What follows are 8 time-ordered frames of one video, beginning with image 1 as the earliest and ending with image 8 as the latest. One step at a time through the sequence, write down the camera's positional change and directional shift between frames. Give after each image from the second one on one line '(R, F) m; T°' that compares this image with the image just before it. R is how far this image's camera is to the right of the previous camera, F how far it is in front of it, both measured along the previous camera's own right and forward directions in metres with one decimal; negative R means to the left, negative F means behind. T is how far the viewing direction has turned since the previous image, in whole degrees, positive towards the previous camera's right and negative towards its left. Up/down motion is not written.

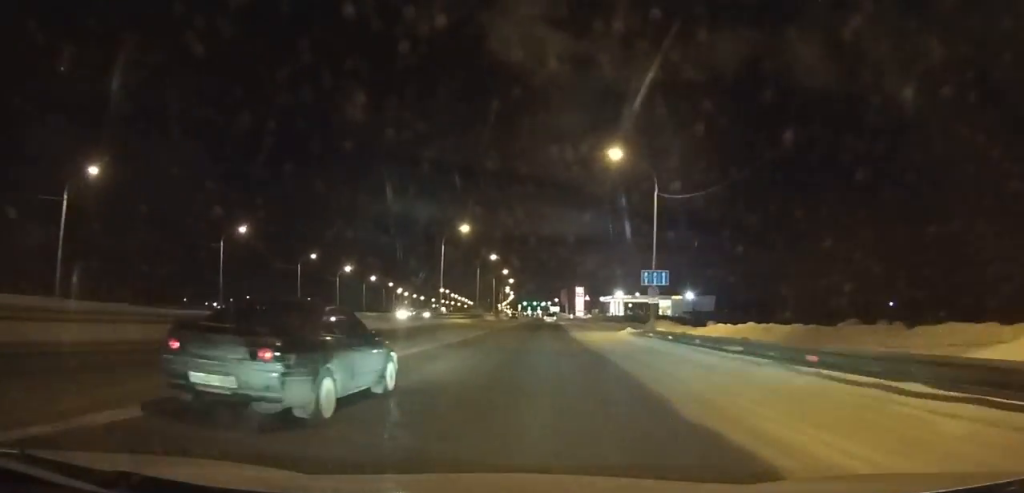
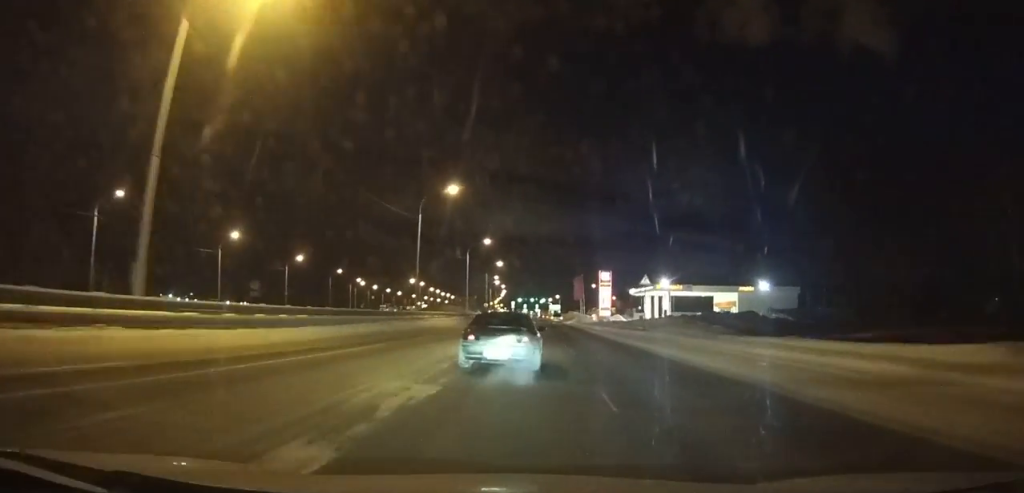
(+0.1, +62.6) m; +1°
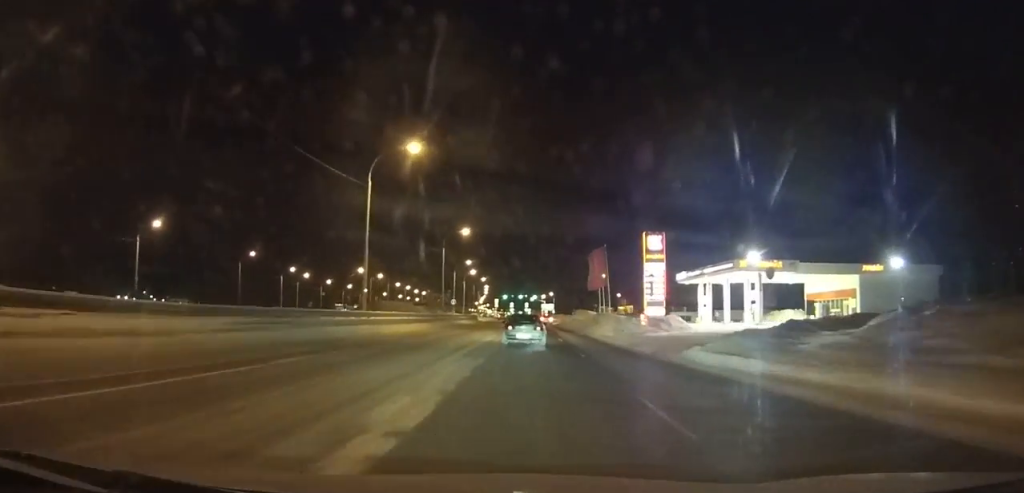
(+0.7, +52.4) m; +1°
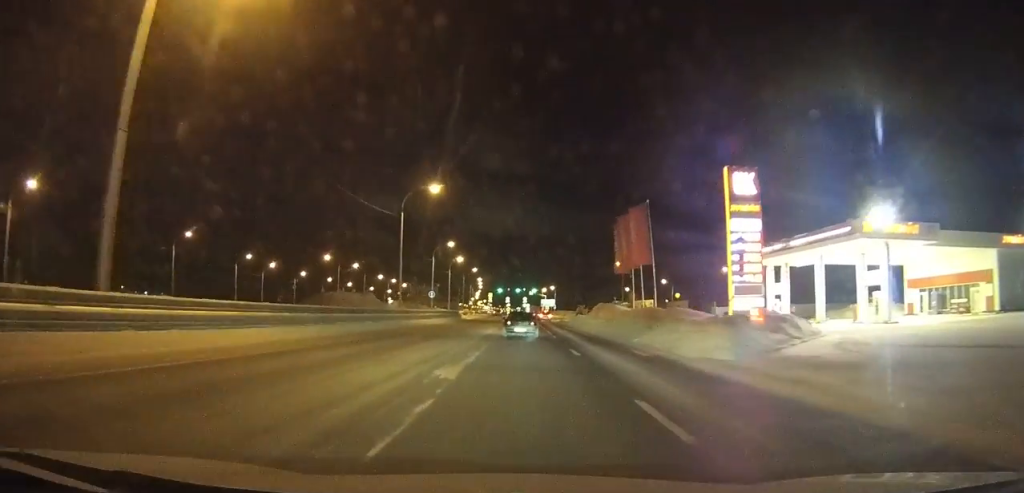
(0.0, +23.9) m; 0°
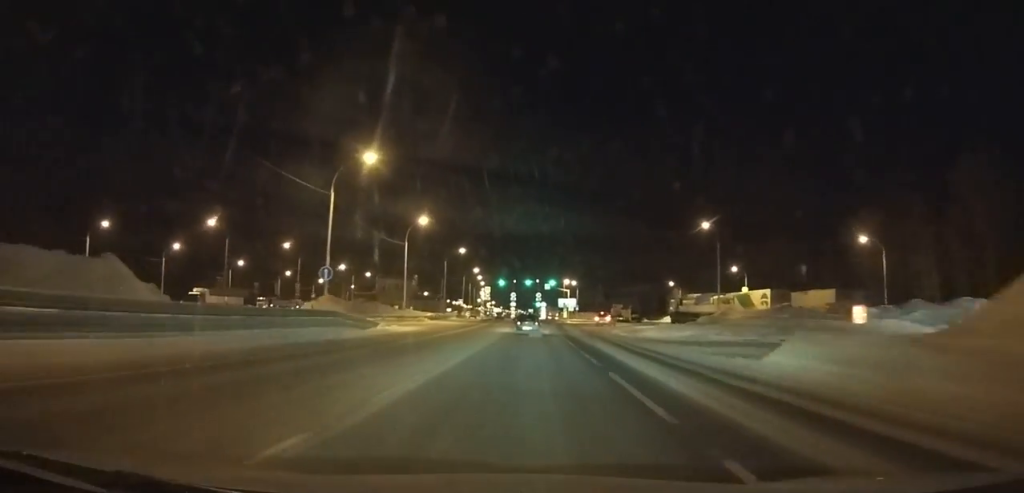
(-0.3, +51.1) m; -1°
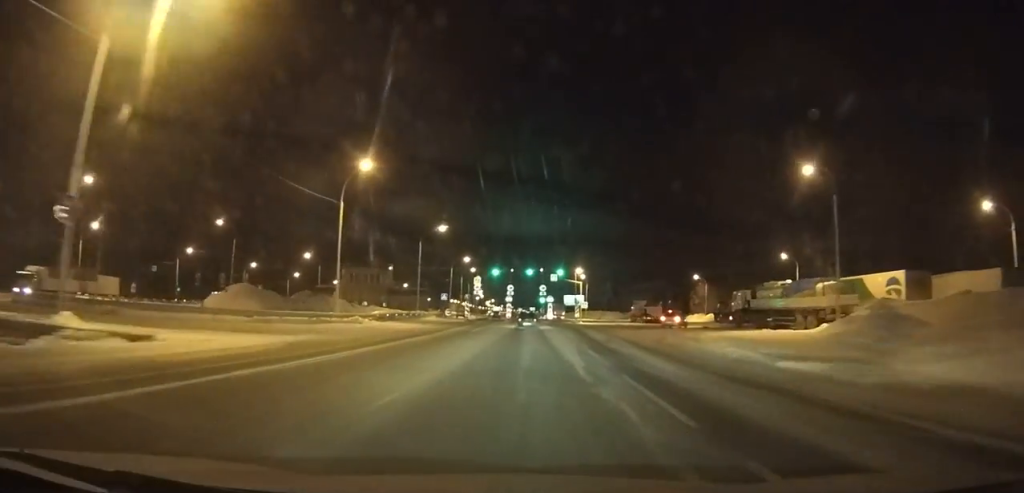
(0.0, +23.5) m; 0°
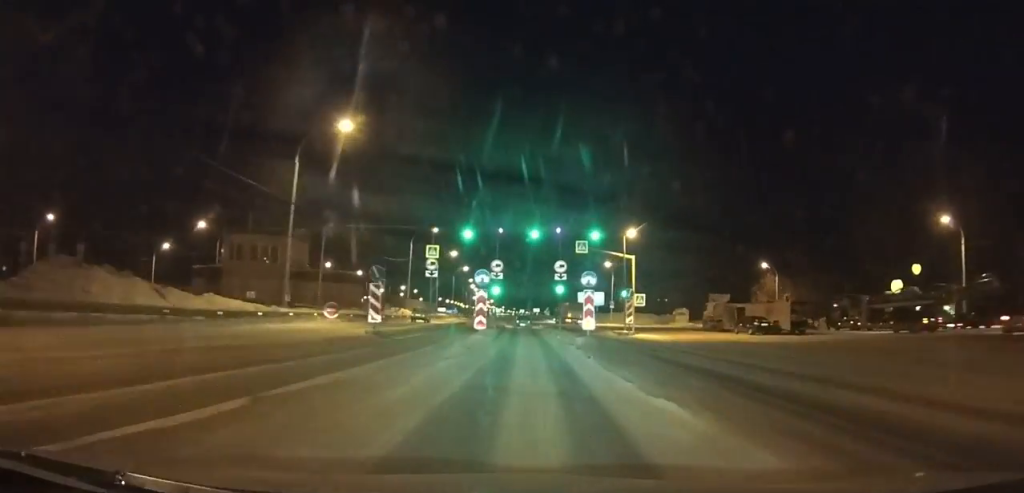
(-0.3, +42.0) m; -1°
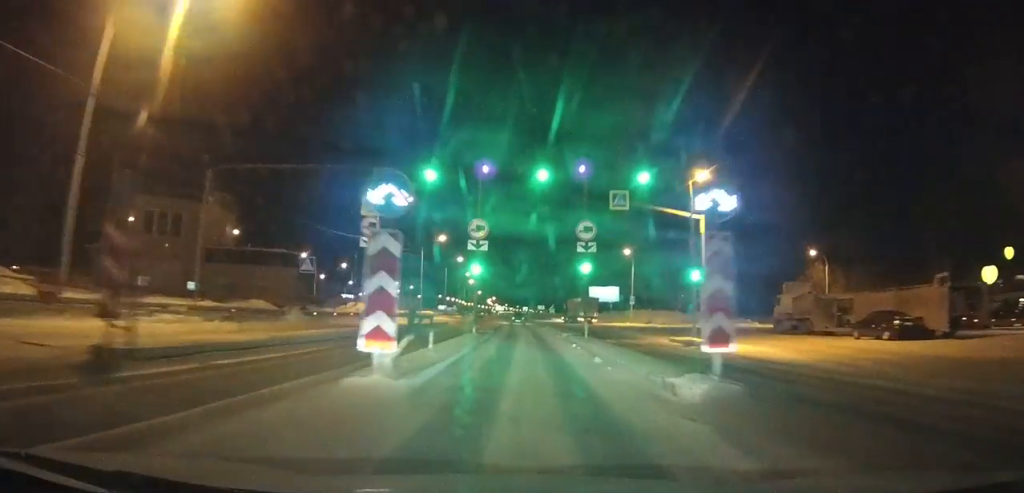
(+0.1, +18.7) m; 0°
